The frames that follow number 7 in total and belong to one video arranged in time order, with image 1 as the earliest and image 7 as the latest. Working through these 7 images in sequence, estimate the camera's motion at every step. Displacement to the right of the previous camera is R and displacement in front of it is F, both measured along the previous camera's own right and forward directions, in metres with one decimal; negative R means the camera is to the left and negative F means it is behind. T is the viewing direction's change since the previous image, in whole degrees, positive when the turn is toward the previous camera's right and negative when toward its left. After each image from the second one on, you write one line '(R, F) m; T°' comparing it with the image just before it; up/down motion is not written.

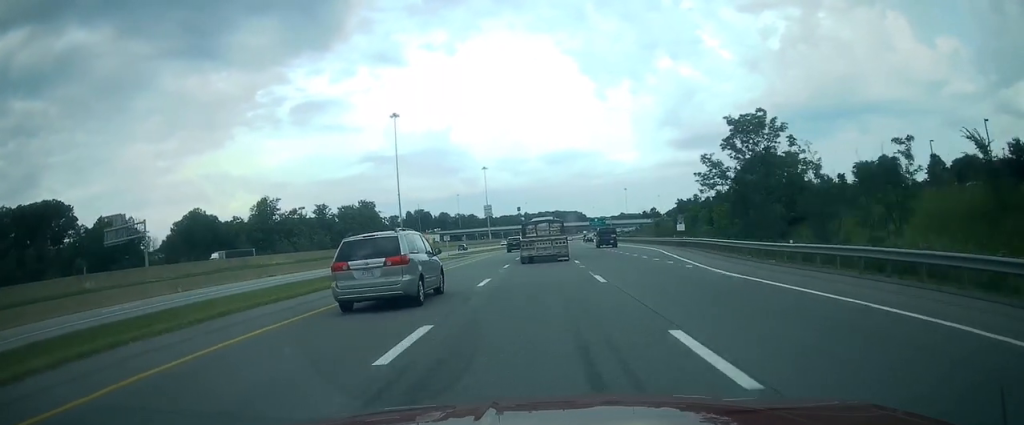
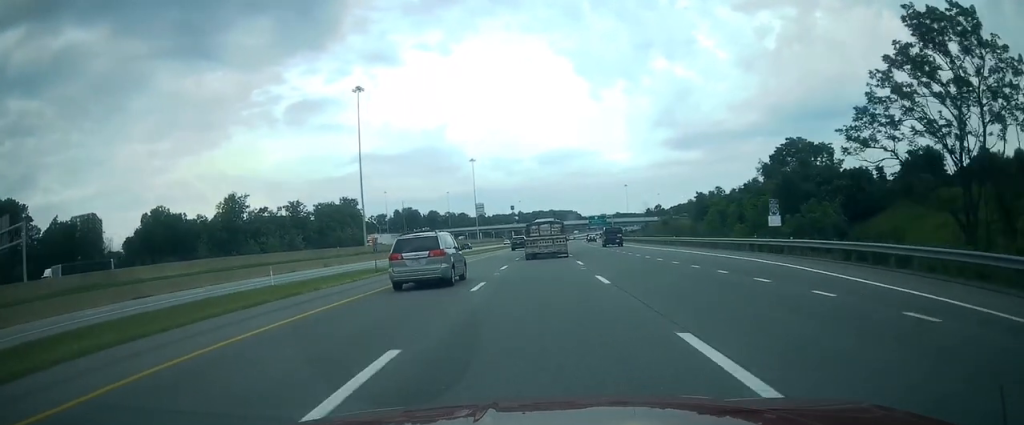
(+0.2, +26.5) m; +1°
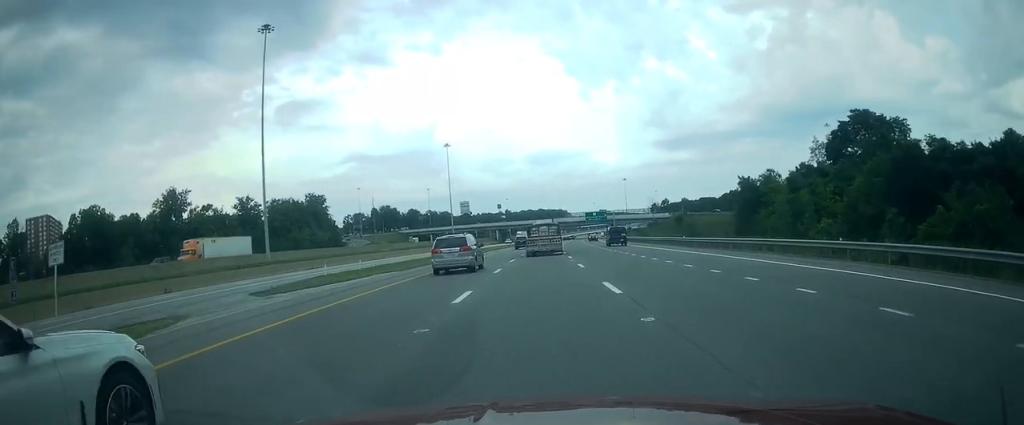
(+0.3, +39.4) m; 0°
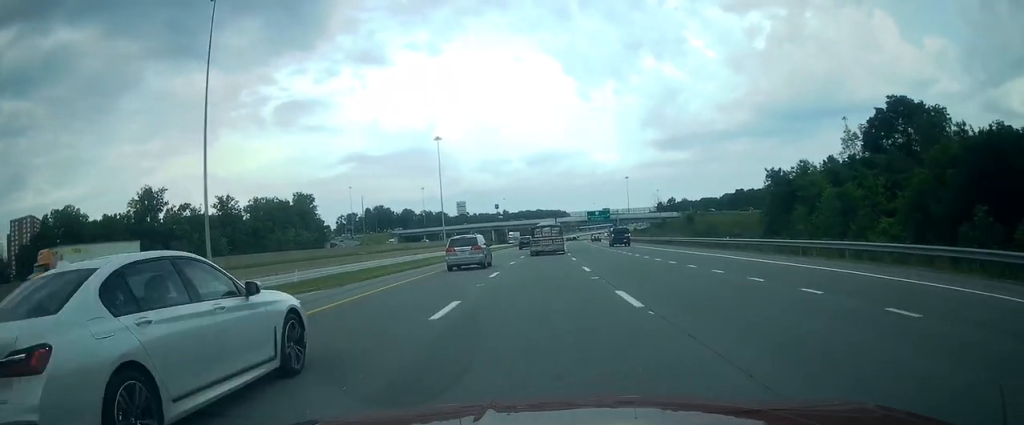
(0.0, +15.4) m; 0°
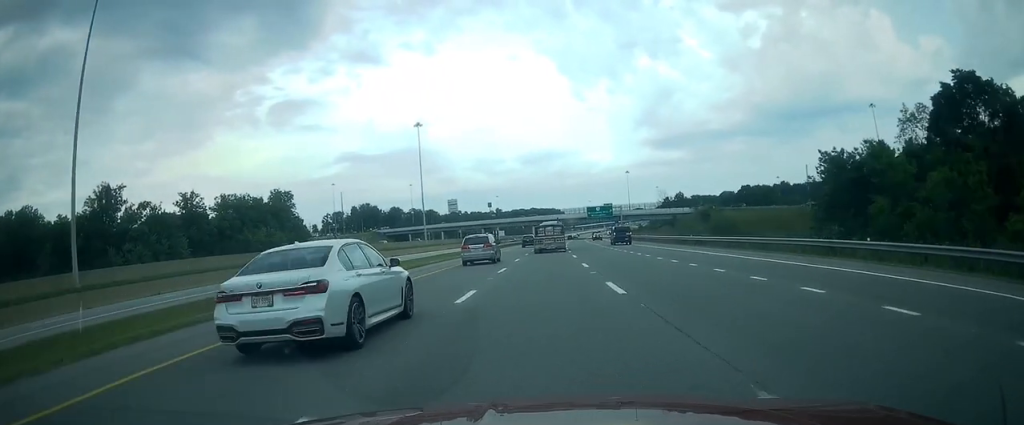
(-0.1, +21.2) m; +1°
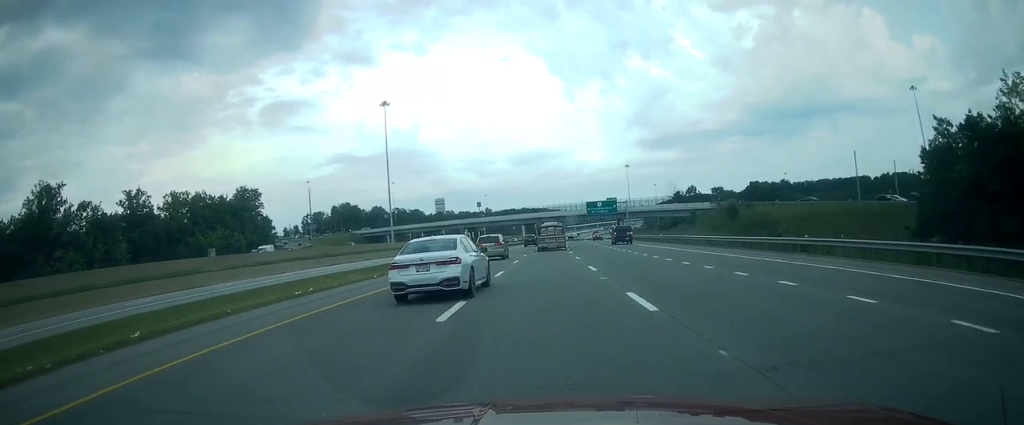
(+0.5, +28.0) m; +1°
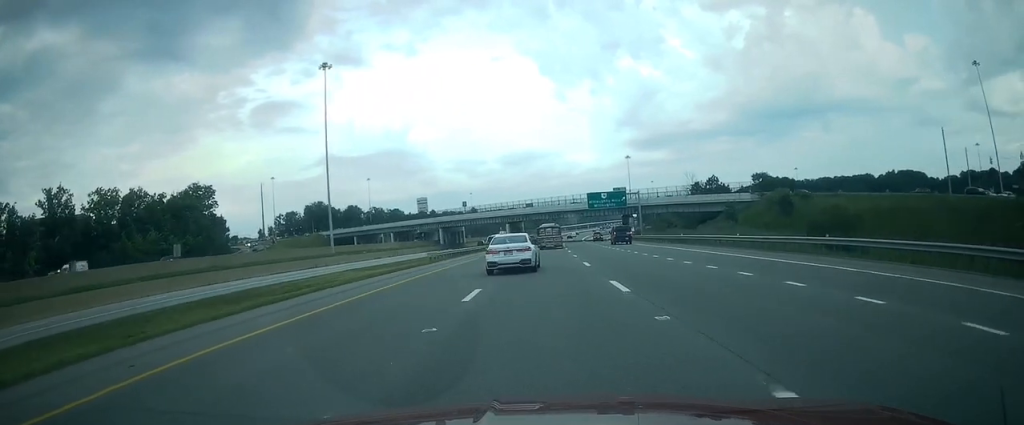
(0.0, +33.7) m; +1°
